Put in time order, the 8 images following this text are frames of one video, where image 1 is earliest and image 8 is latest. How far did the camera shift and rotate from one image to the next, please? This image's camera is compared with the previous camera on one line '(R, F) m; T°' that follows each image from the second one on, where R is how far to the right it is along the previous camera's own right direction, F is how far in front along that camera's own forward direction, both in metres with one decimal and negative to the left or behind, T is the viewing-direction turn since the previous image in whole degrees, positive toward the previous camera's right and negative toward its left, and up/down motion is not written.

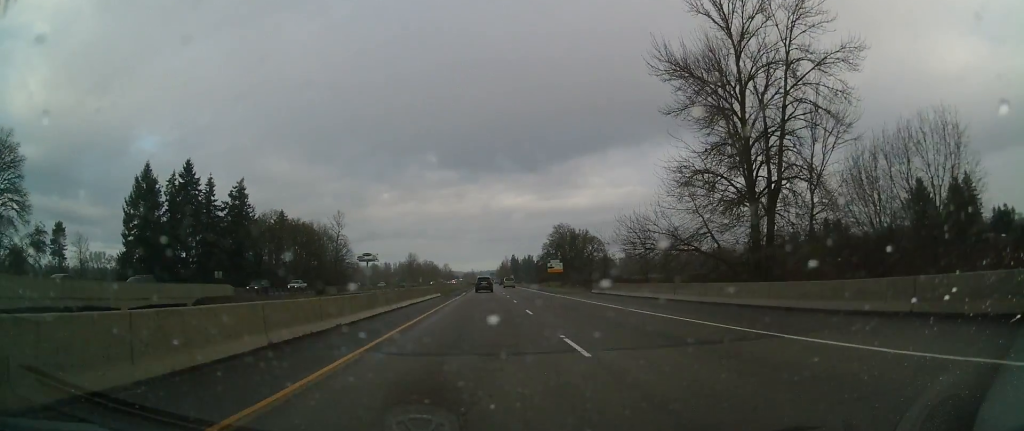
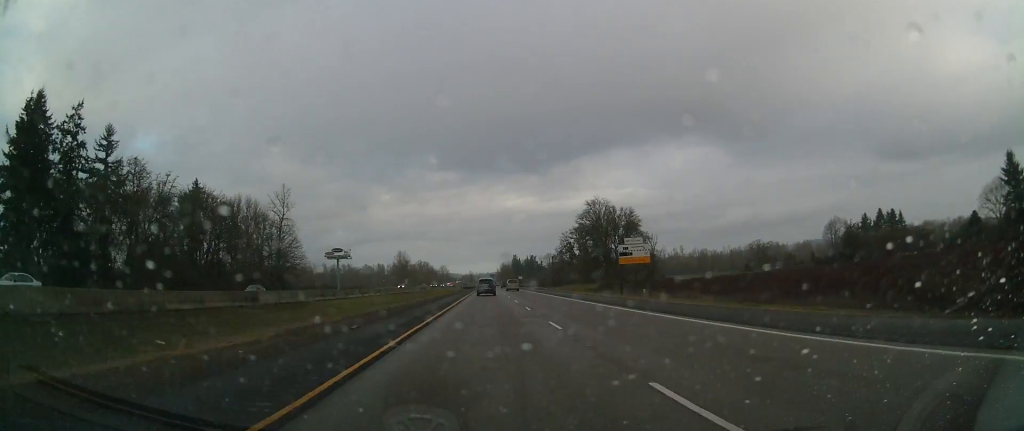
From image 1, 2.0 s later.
(0.0, +67.6) m; 0°
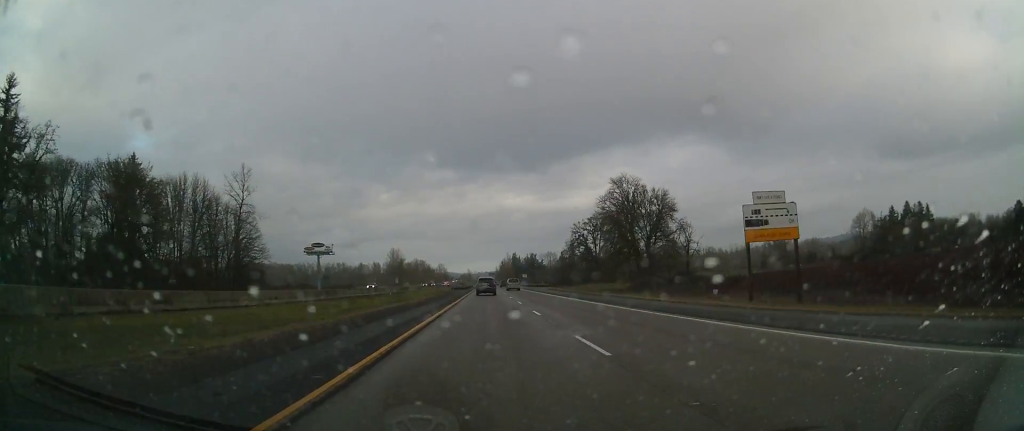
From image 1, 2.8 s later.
(-0.2, +29.8) m; 0°
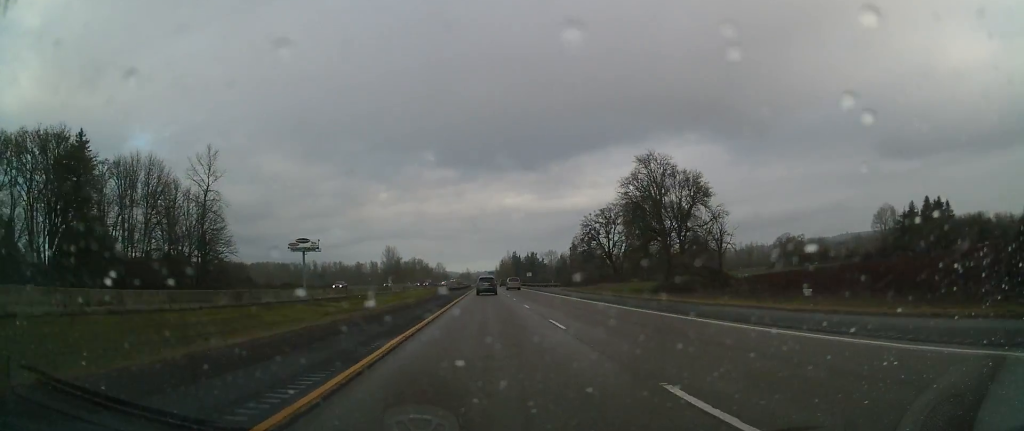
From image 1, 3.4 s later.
(-0.2, +19.5) m; 0°
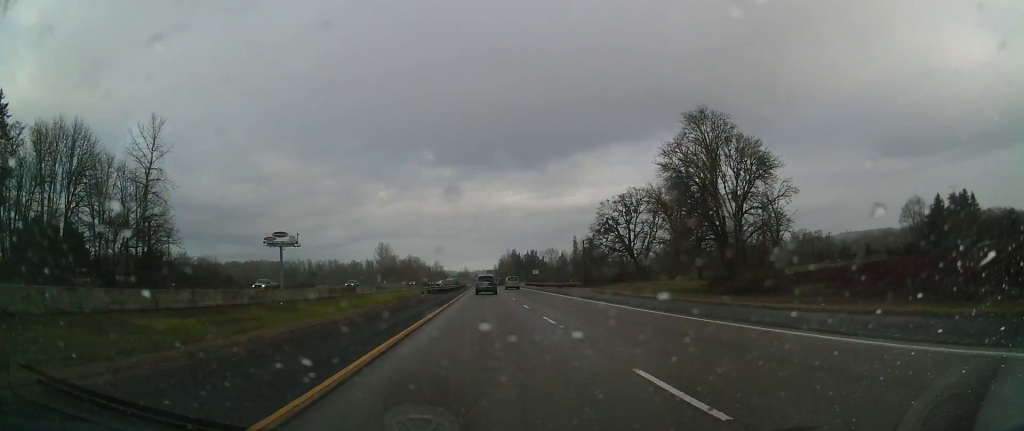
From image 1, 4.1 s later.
(+0.2, +24.1) m; 0°
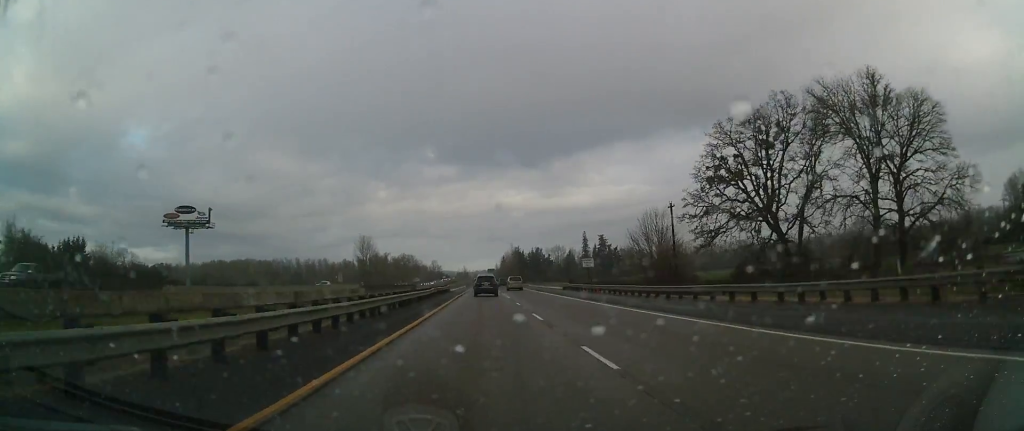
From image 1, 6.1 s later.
(+0.2, +68.4) m; 0°
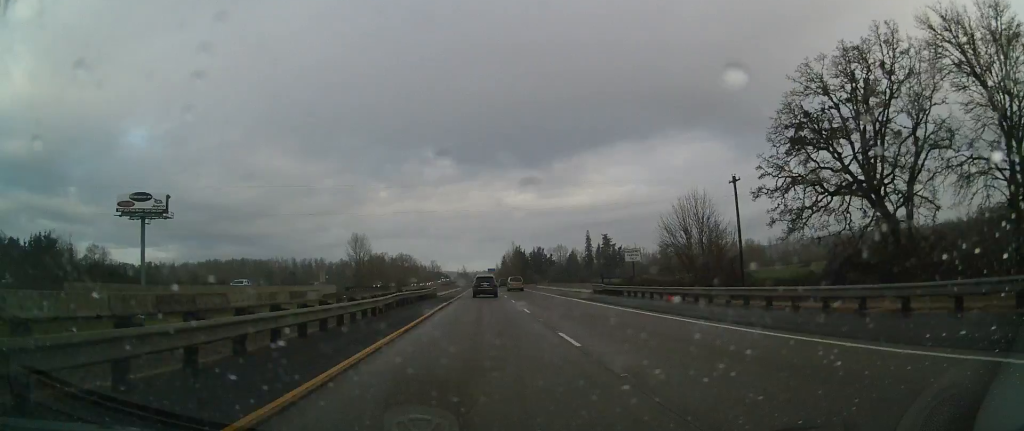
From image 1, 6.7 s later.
(0.0, +20.4) m; 0°
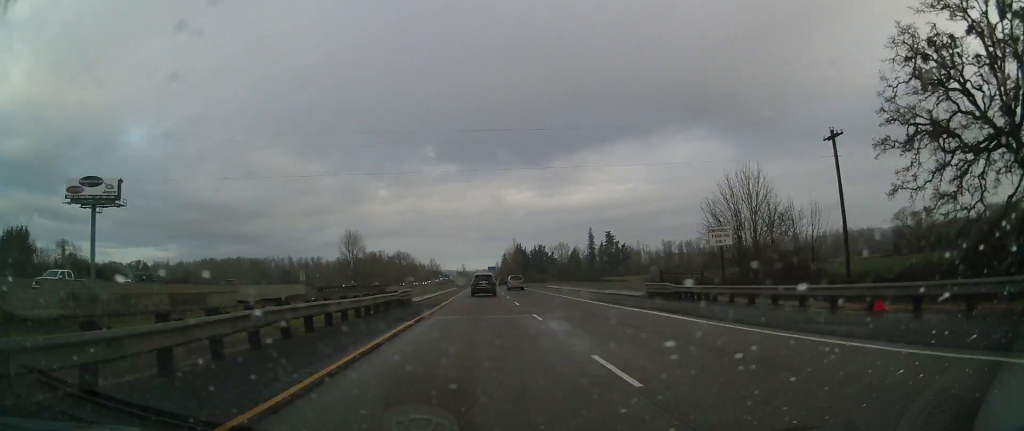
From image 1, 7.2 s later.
(0.0, +18.0) m; 0°
